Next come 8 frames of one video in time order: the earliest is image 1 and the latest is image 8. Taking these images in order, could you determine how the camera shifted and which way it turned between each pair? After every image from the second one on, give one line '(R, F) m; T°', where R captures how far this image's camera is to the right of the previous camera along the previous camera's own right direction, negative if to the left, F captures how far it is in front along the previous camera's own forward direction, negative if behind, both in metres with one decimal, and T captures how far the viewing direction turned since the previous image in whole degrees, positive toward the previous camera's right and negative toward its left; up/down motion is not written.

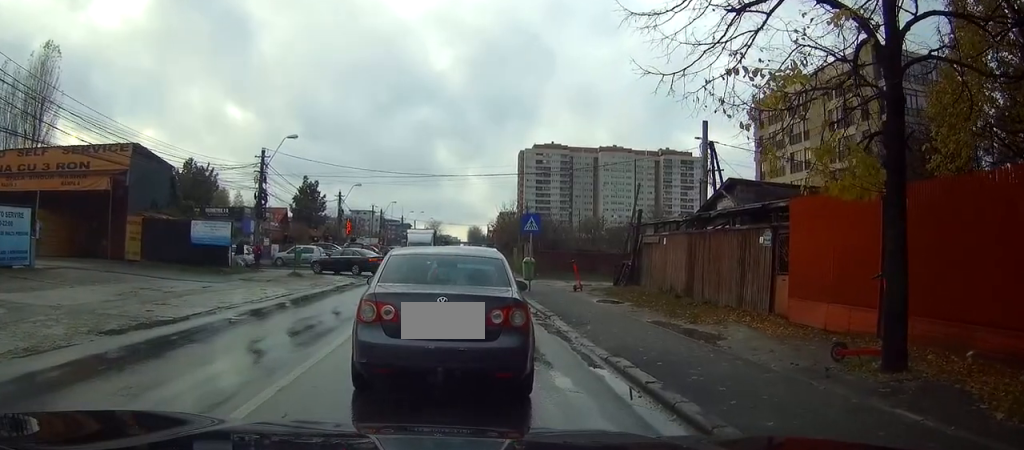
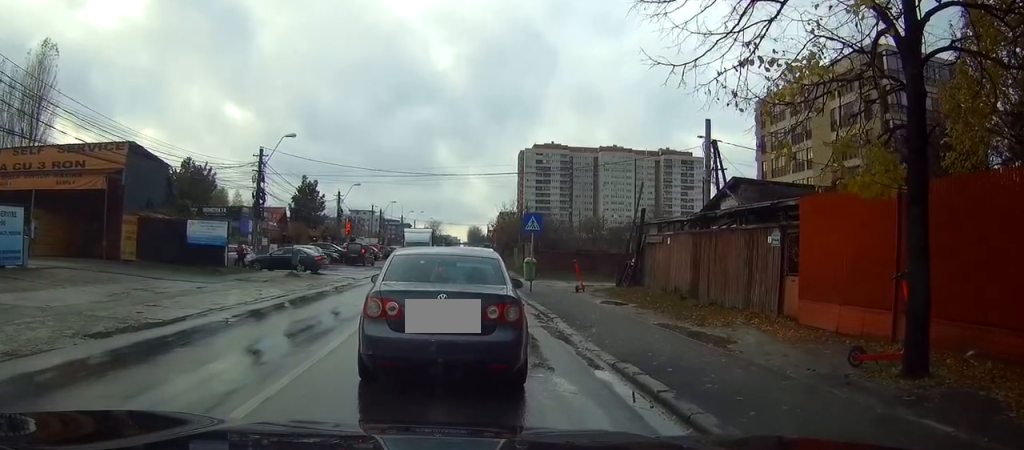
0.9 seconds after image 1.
(-0.3, +0.5) m; 0°
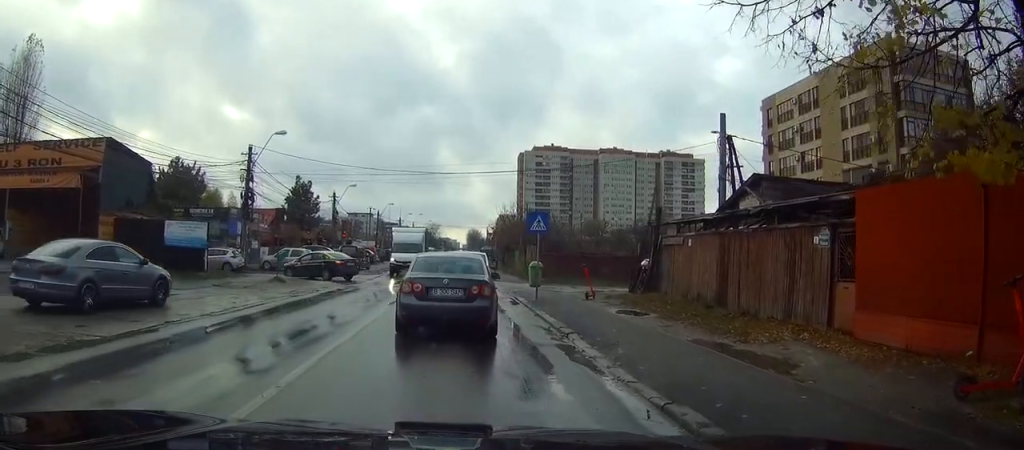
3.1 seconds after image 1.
(+0.2, +1.8) m; 0°
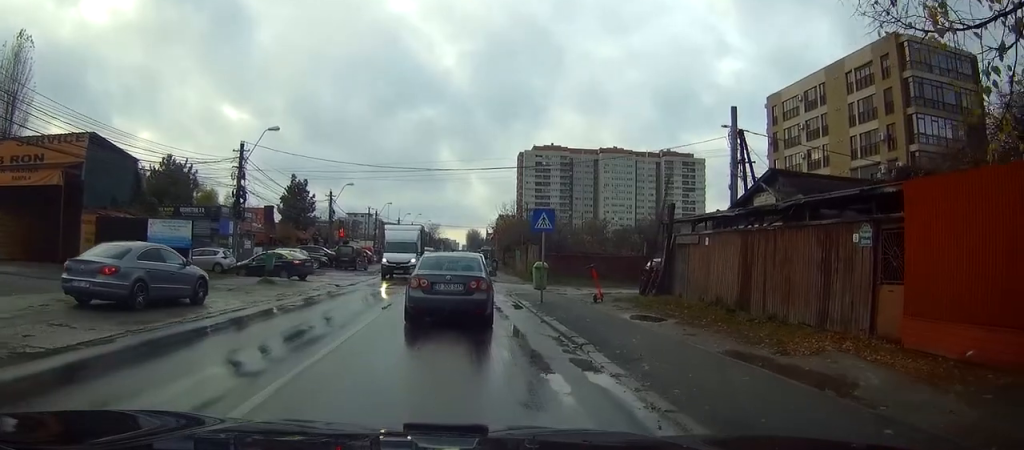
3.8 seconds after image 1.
(0.0, +1.2) m; -4°
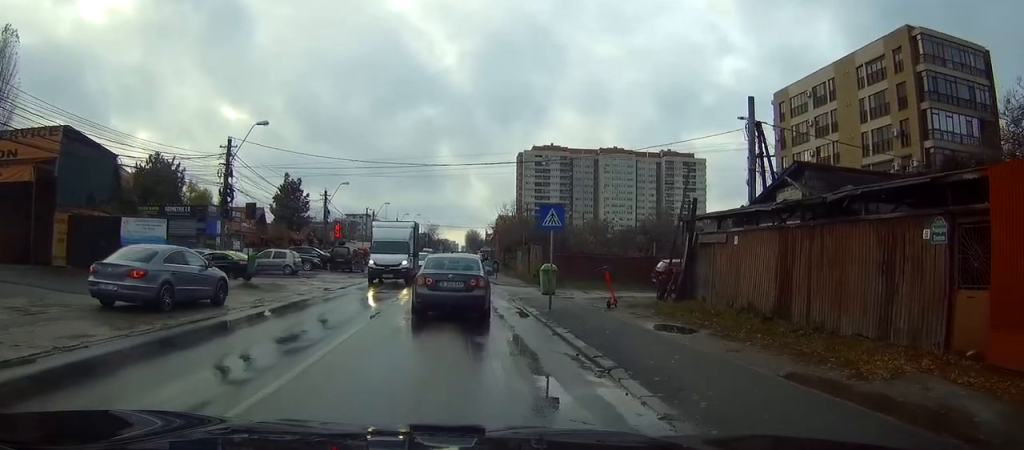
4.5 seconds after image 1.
(-0.1, +1.7) m; -2°
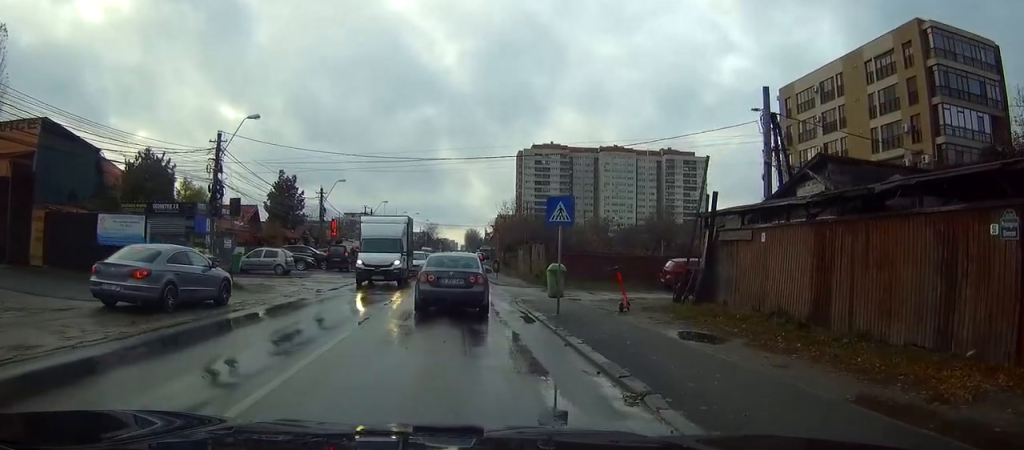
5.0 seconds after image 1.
(-0.1, +1.3) m; -1°
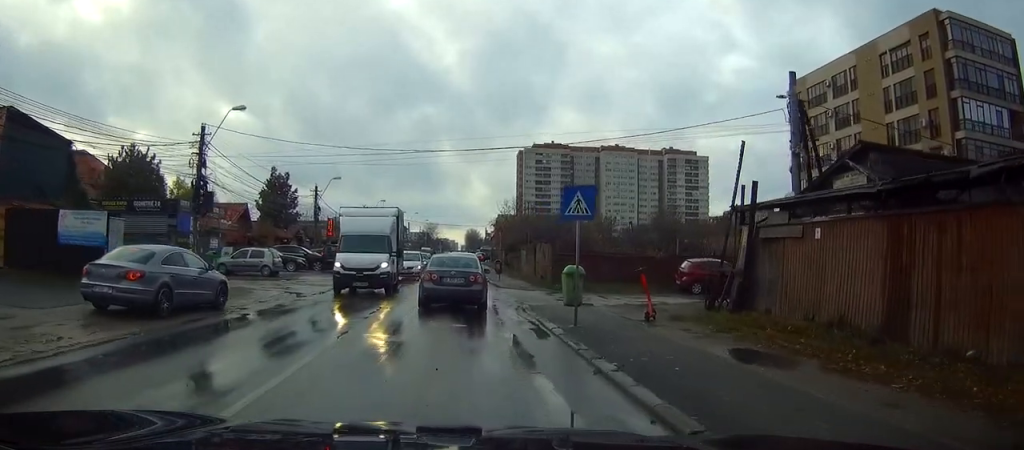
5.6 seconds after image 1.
(0.0, +2.4) m; +2°
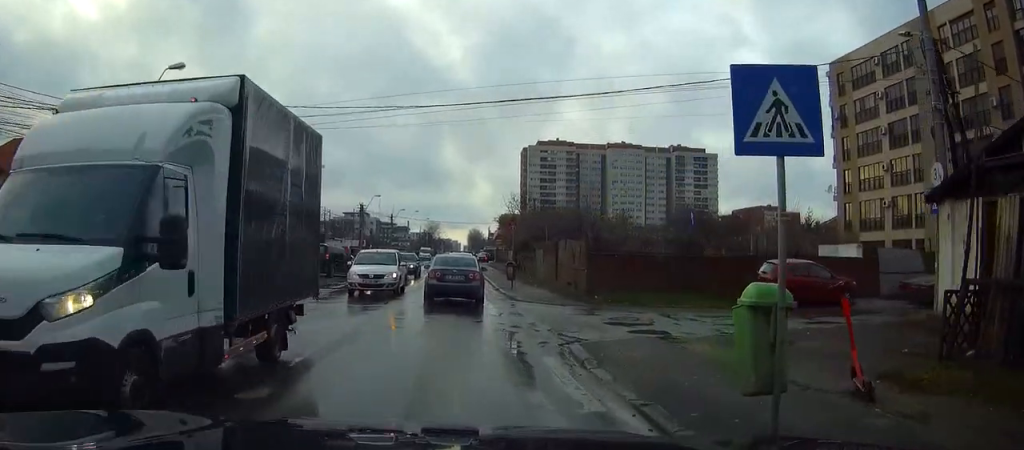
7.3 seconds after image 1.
(+0.4, +8.1) m; +6°
